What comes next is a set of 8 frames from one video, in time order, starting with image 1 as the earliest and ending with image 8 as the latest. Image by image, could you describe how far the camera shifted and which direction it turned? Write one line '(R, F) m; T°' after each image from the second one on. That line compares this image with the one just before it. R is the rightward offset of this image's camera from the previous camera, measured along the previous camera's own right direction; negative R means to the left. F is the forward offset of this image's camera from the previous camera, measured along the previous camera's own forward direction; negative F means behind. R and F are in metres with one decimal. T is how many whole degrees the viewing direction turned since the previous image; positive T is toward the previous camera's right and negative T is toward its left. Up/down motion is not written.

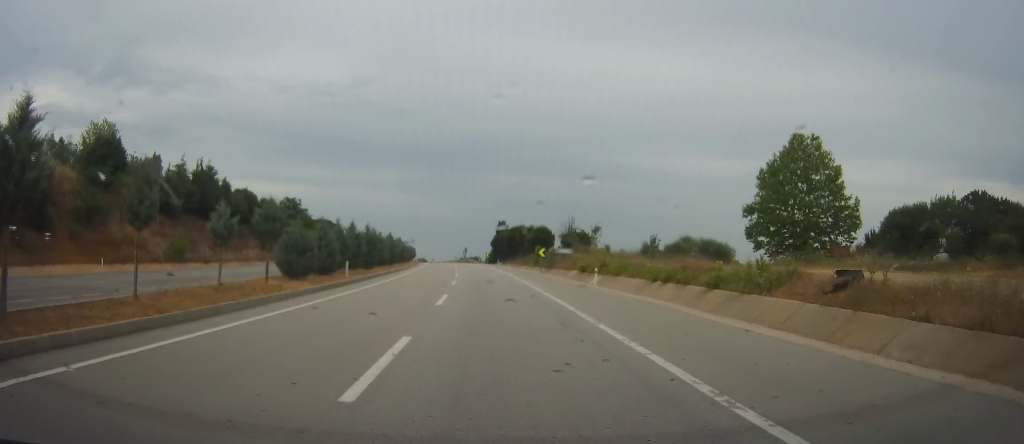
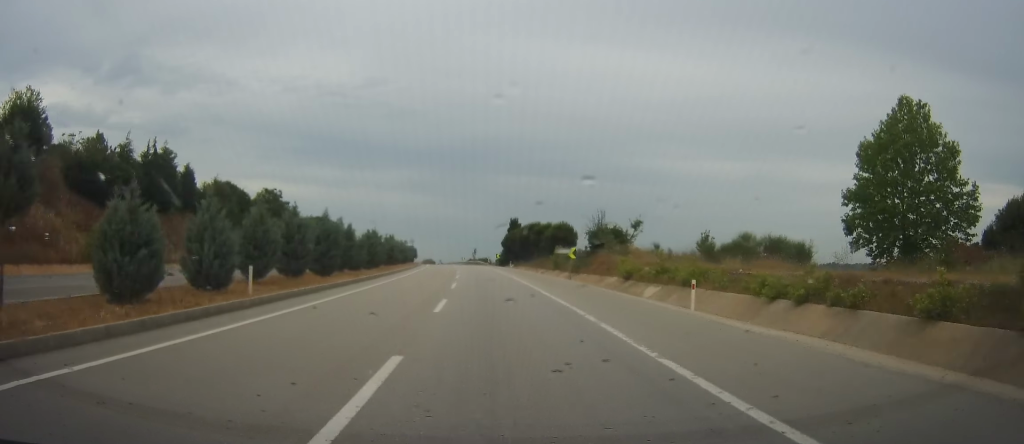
(-0.1, +14.1) m; -1°
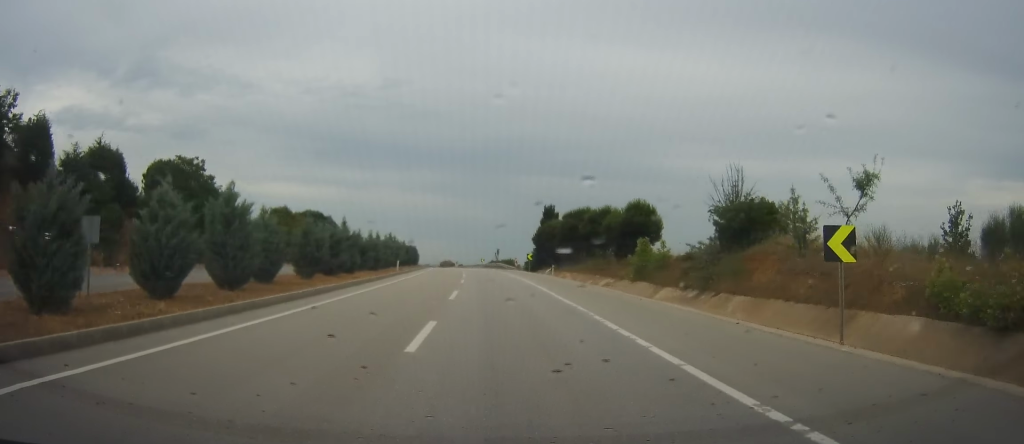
(-0.5, +31.7) m; -2°
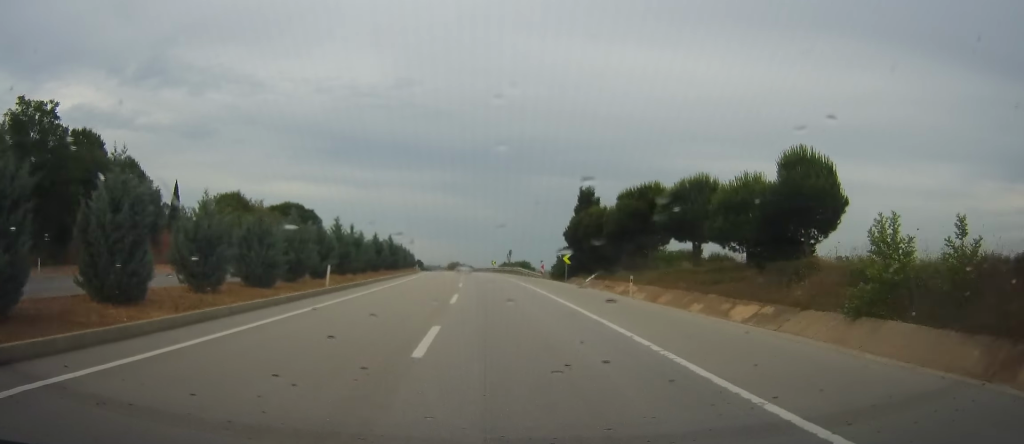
(-0.5, +25.0) m; -1°
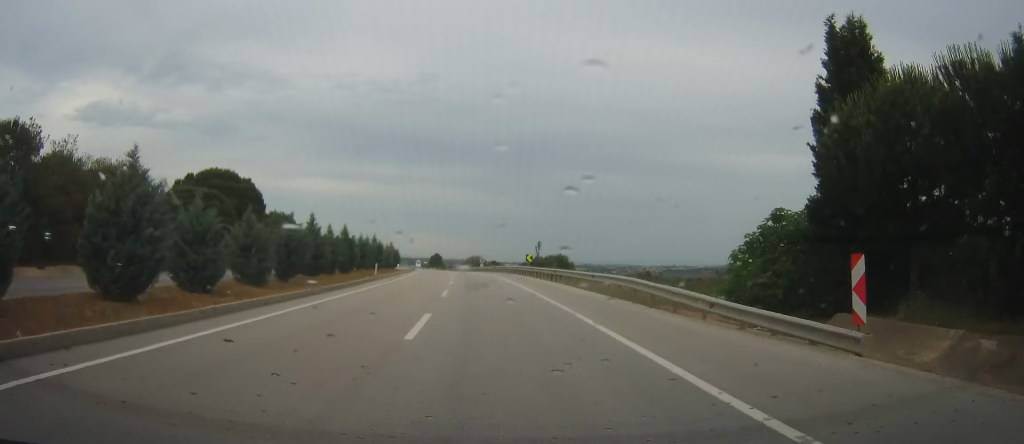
(-0.2, +46.2) m; -3°
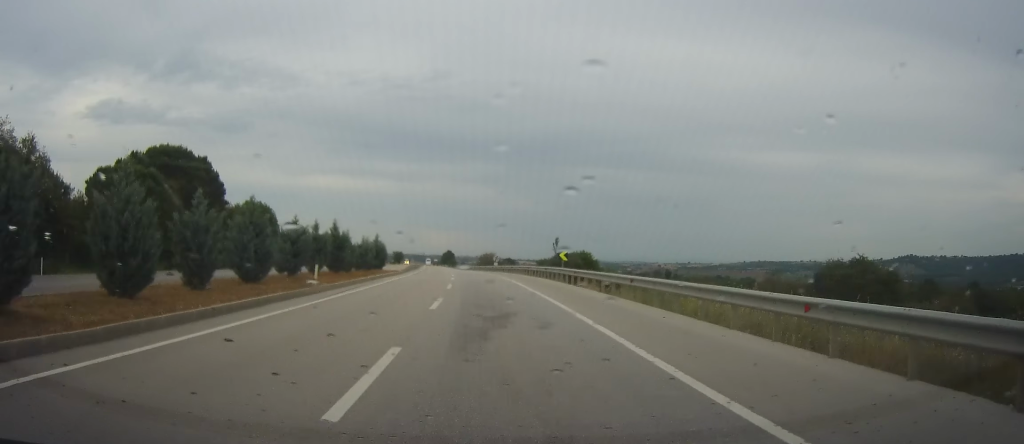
(-0.8, +17.7) m; -1°
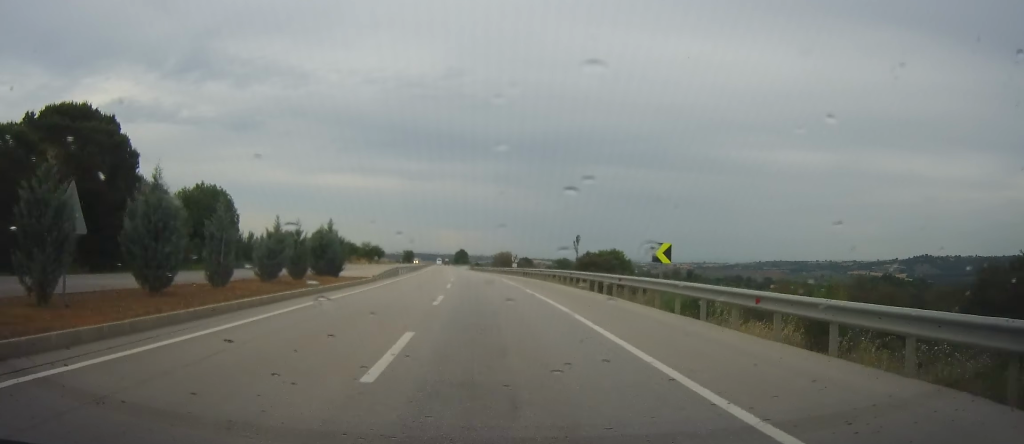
(+0.2, +21.7) m; +1°
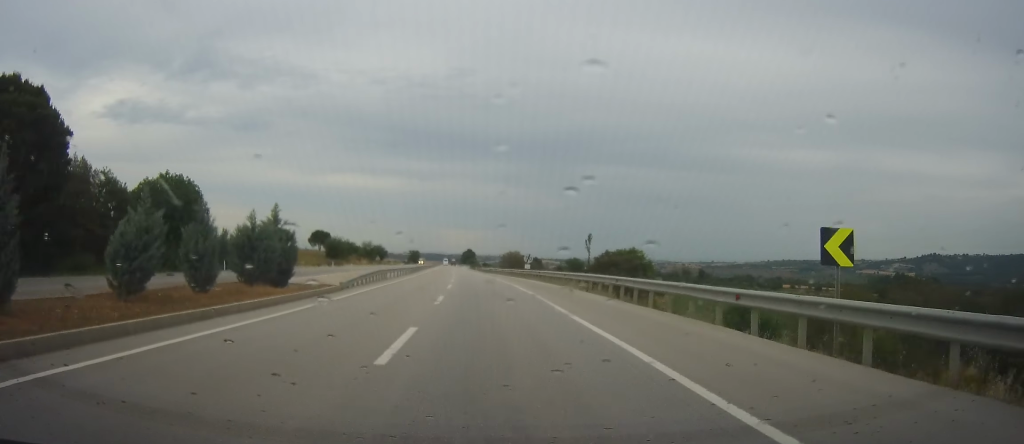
(+0.1, +11.1) m; 0°
